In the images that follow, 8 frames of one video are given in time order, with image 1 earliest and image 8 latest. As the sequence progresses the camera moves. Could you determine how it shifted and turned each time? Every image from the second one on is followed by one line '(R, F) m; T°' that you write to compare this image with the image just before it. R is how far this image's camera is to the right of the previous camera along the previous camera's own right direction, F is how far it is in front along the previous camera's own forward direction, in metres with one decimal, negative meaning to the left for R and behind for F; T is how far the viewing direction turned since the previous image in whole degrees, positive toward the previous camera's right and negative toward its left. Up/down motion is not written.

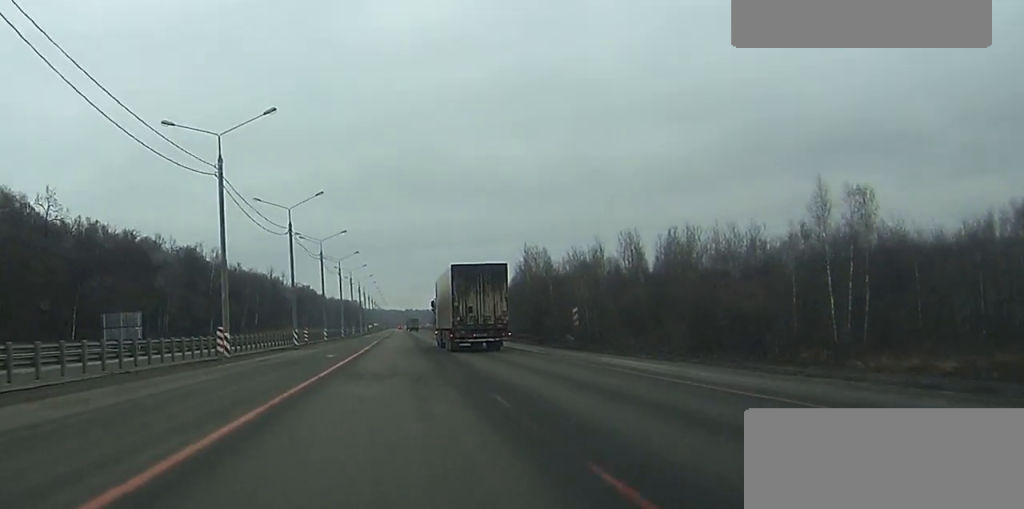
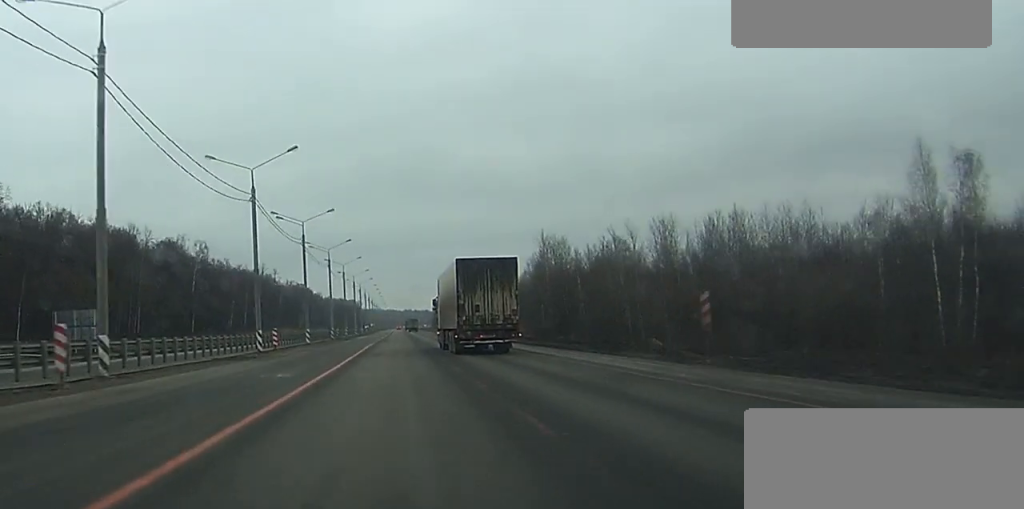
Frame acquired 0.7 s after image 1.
(-0.1, +19.6) m; 0°
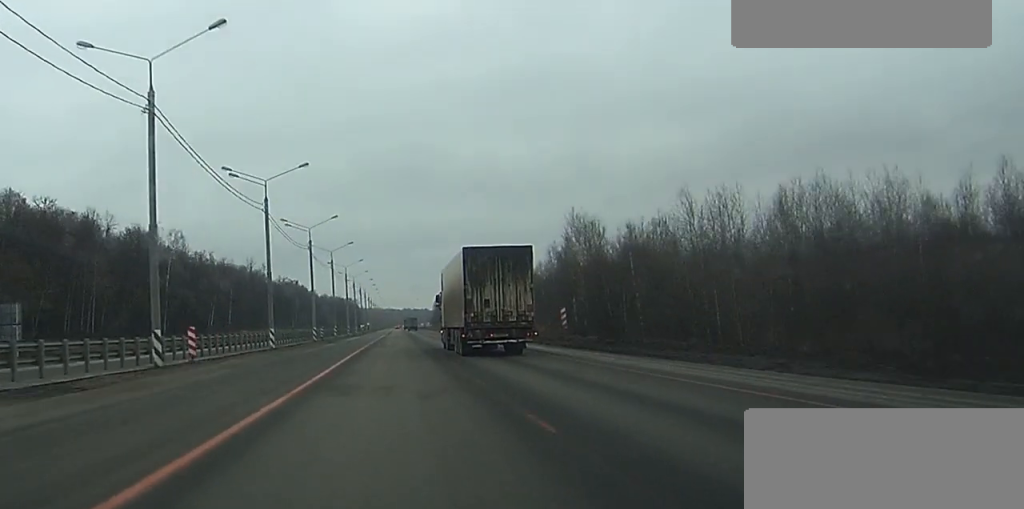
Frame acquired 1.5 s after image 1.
(+0.1, +24.4) m; 0°
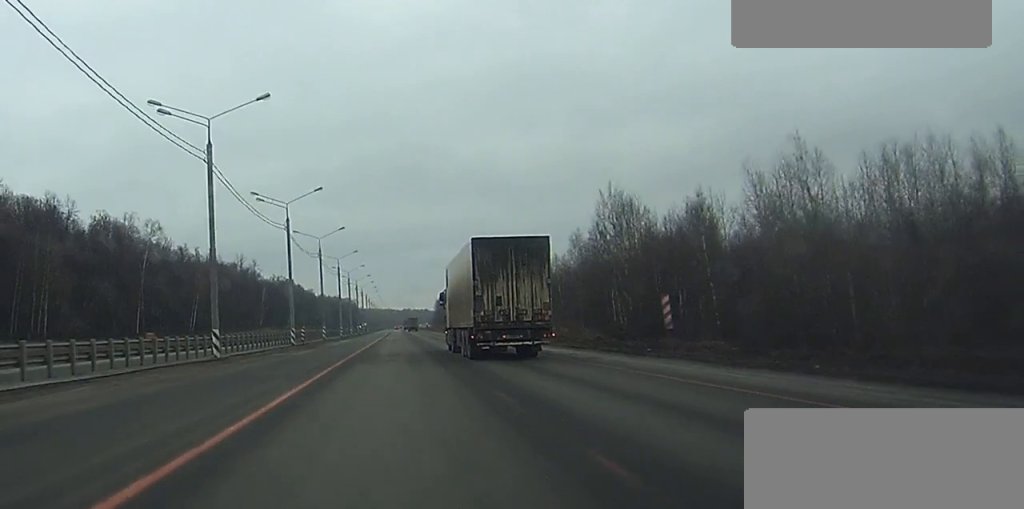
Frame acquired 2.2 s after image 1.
(0.0, +19.4) m; 0°
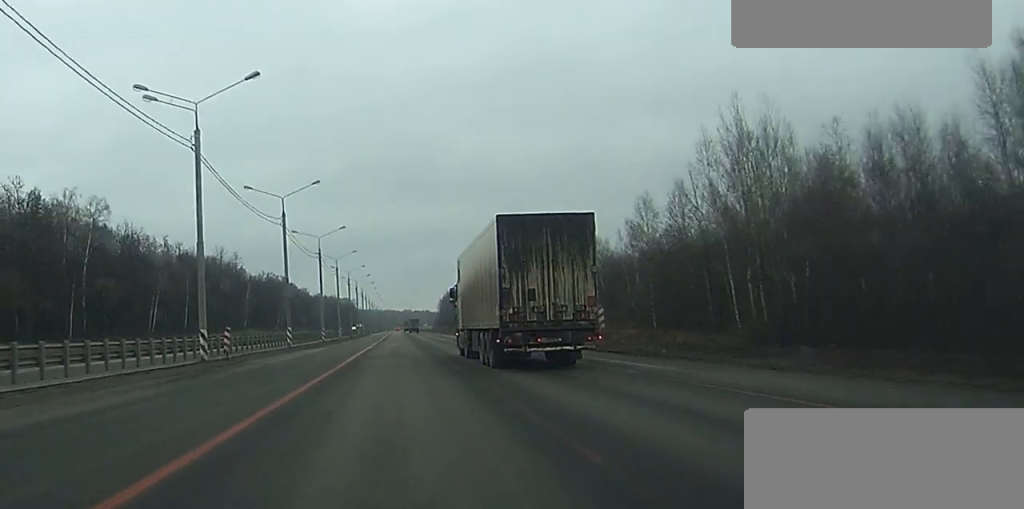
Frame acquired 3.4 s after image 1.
(0.0, +34.9) m; 0°
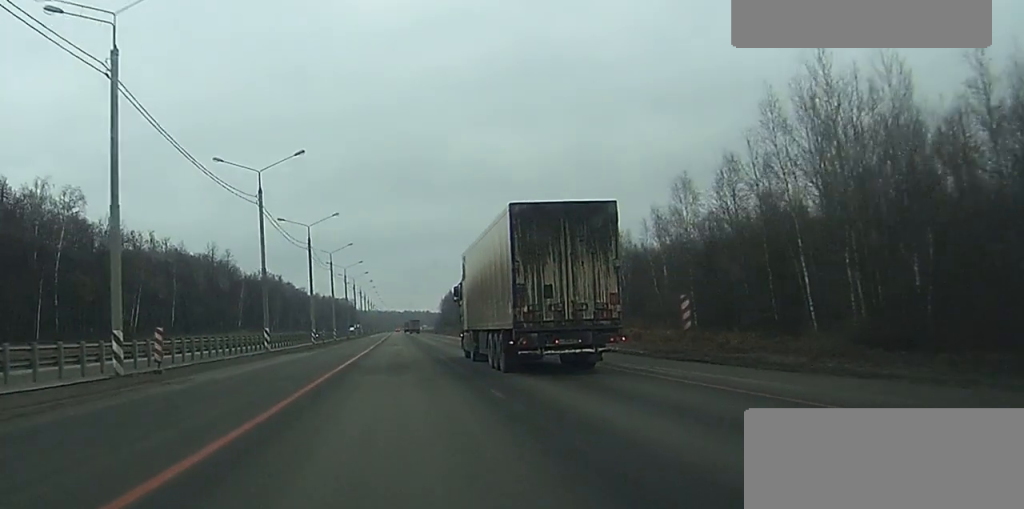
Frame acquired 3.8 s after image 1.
(0.0, +12.6) m; 0°
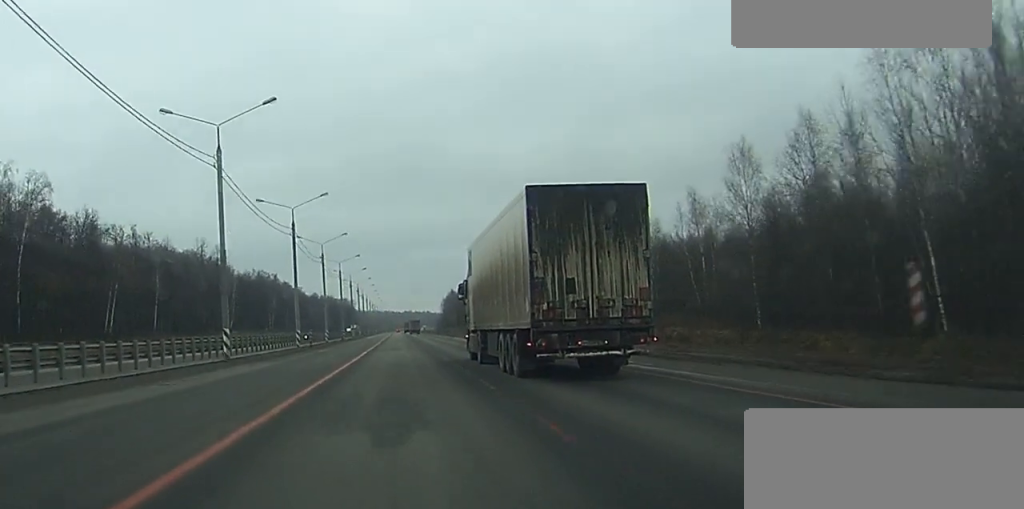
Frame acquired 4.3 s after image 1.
(0.0, +14.5) m; 0°
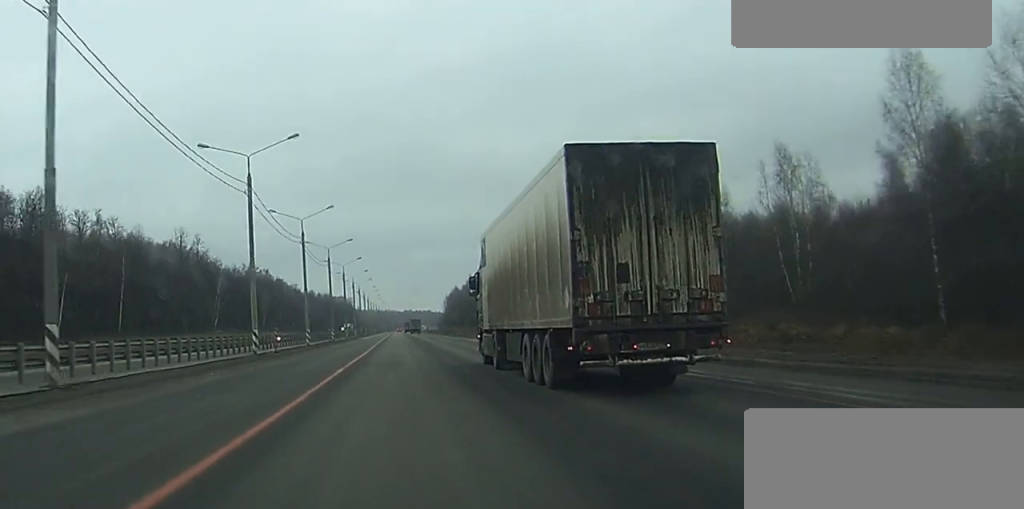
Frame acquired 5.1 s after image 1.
(0.0, +23.2) m; 0°
